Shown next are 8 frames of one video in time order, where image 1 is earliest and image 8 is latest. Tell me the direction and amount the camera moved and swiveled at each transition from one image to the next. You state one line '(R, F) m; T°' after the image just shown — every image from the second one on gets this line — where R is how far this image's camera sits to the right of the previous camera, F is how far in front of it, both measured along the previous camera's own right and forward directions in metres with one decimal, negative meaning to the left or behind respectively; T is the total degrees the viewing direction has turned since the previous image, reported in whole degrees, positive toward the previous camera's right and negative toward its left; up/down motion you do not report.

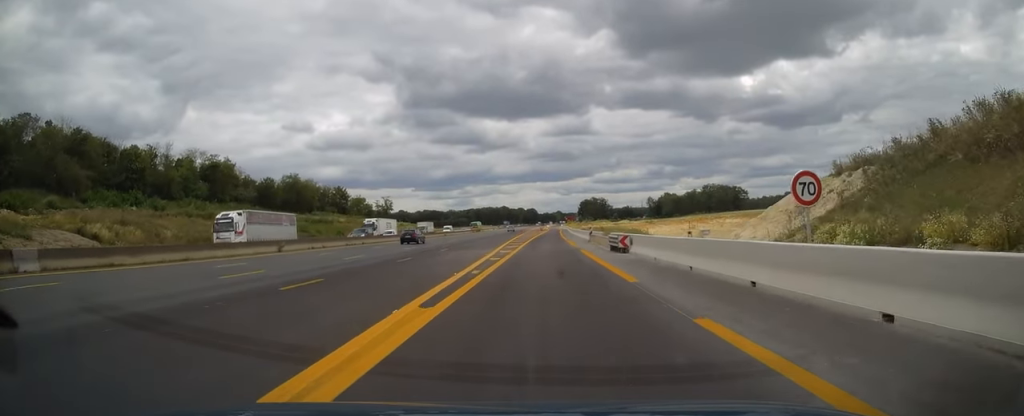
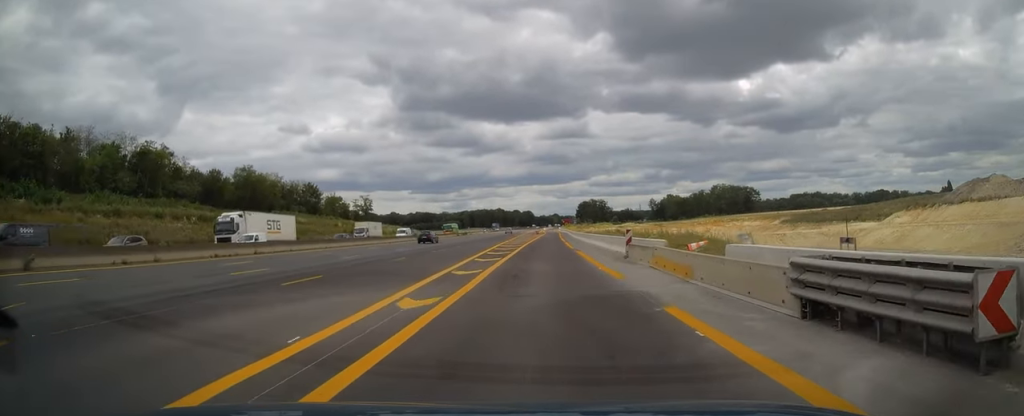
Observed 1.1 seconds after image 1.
(0.0, +24.1) m; 0°
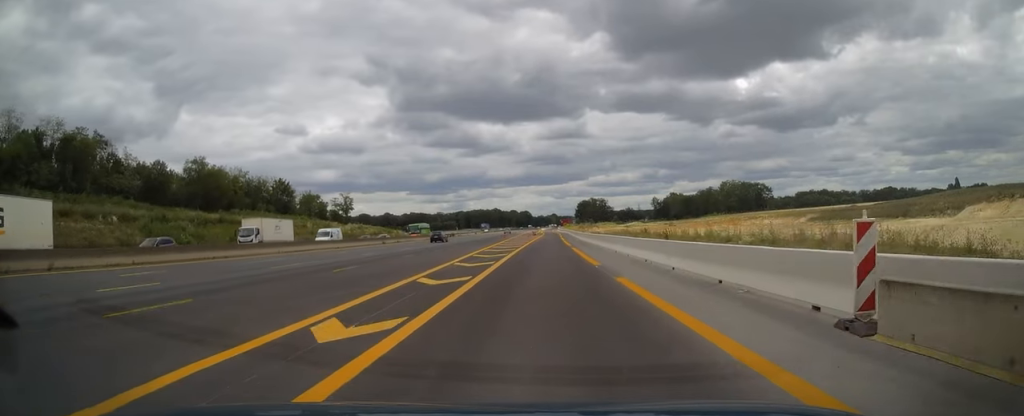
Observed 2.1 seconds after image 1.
(+0.1, +19.8) m; 0°
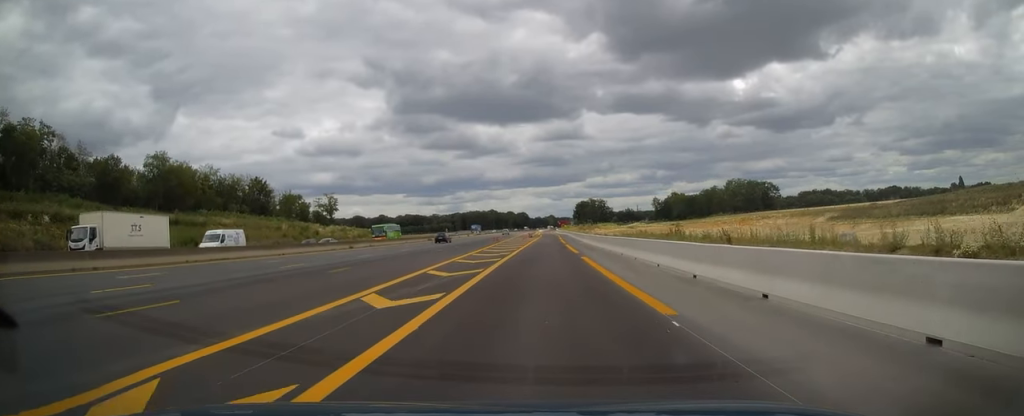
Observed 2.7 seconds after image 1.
(0.0, +12.8) m; 0°
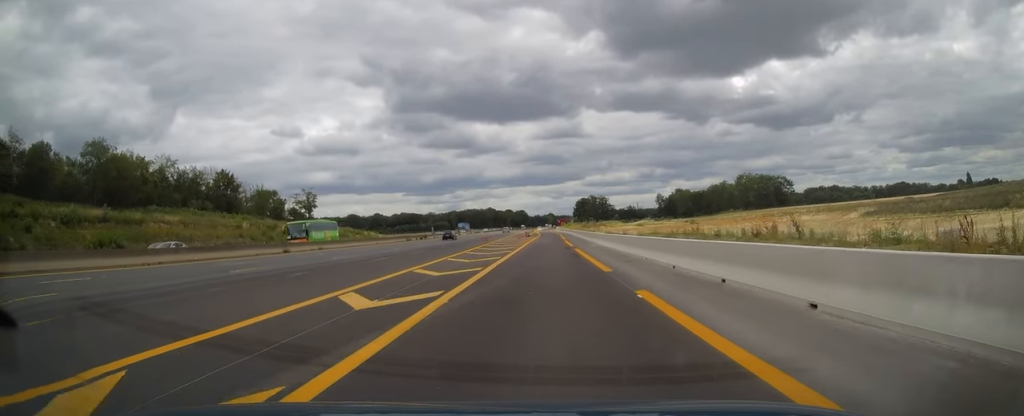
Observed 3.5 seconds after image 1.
(0.0, +17.0) m; 0°
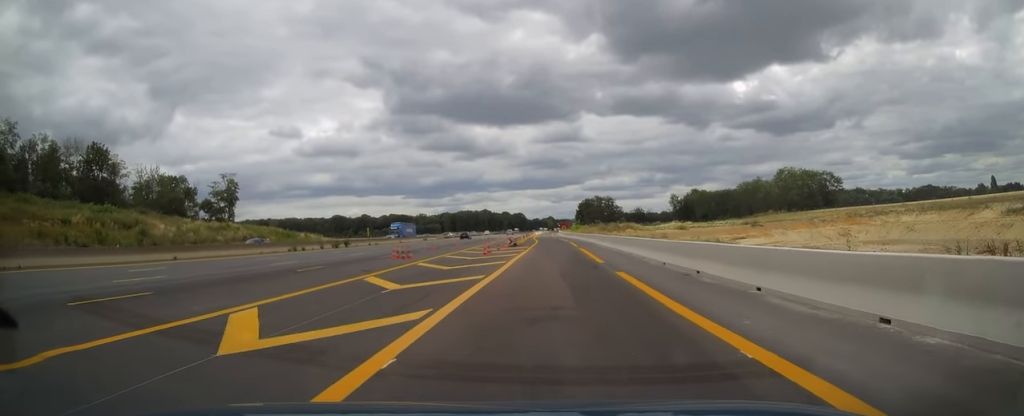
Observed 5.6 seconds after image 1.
(-0.1, +45.0) m; 0°
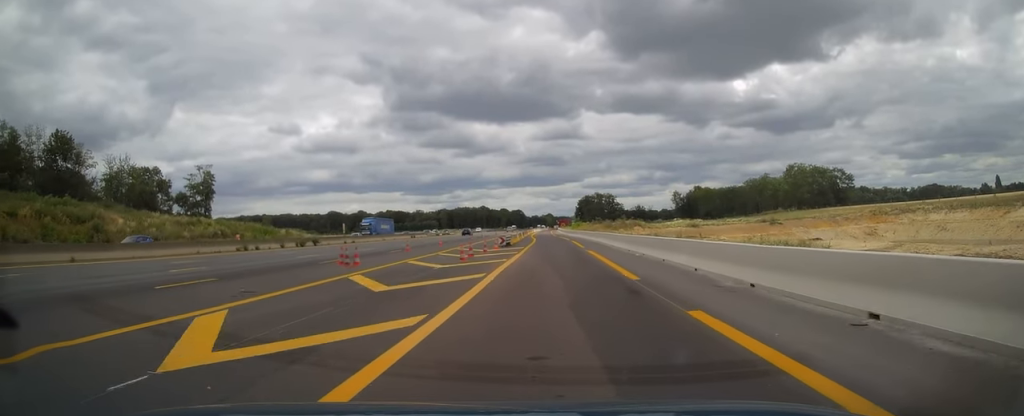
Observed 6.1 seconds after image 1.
(0.0, +9.3) m; 0°
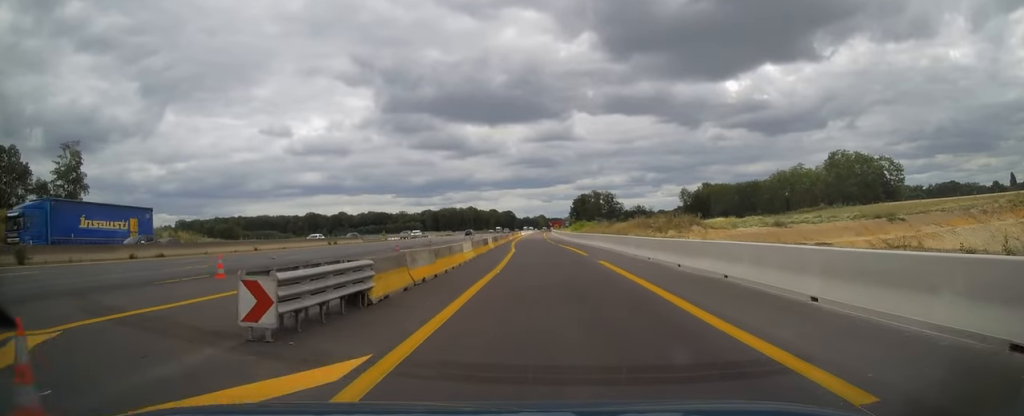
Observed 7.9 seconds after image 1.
(+0.3, +37.1) m; 0°
